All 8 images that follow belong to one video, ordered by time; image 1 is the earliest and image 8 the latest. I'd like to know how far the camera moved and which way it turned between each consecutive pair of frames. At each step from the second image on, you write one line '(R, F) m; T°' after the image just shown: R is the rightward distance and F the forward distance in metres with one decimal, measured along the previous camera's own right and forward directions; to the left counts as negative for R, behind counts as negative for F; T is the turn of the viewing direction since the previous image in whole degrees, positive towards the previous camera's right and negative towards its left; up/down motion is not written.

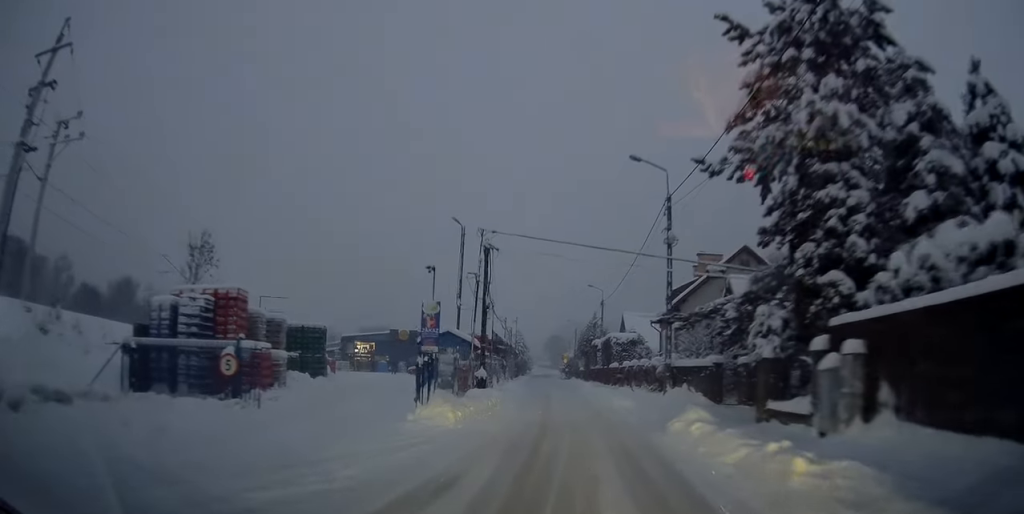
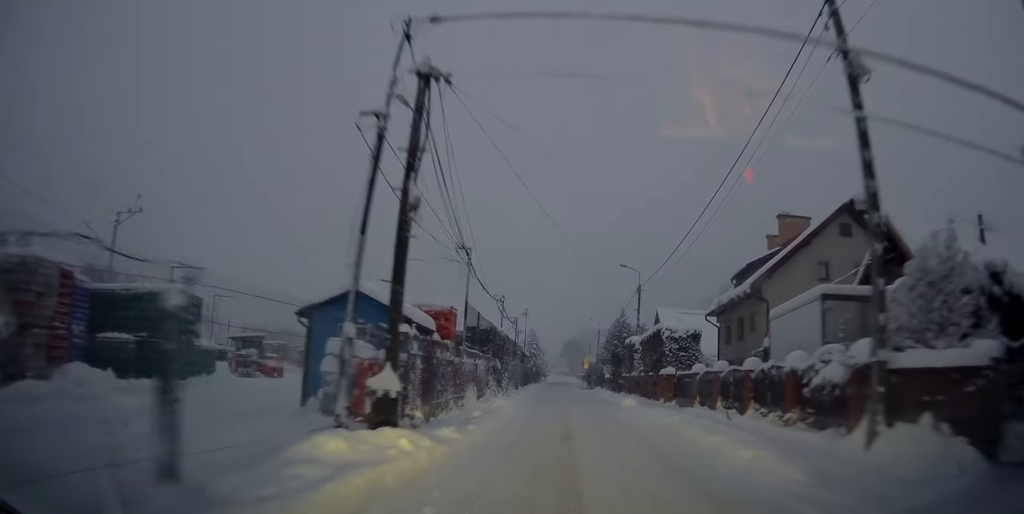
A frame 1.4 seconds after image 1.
(+0.1, +13.2) m; +1°
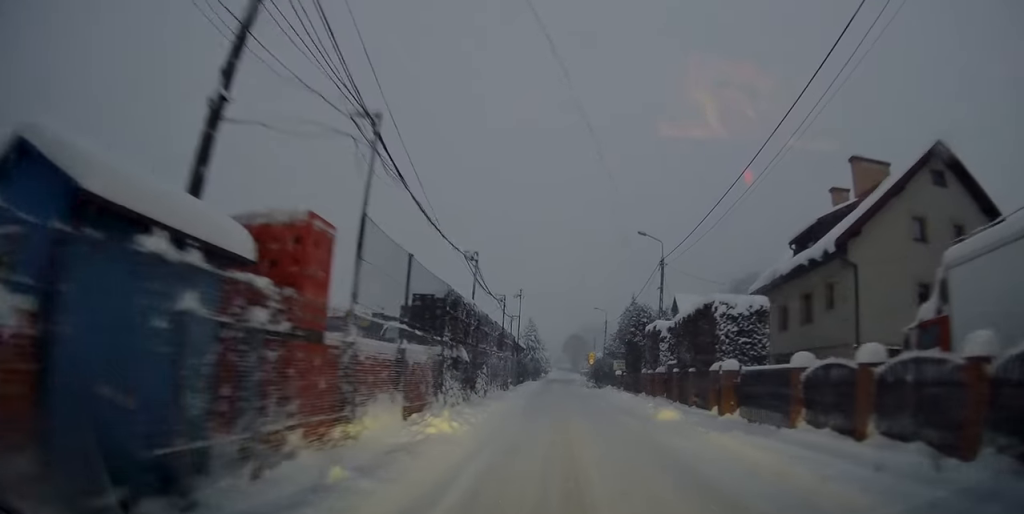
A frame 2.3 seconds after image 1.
(0.0, +8.6) m; 0°
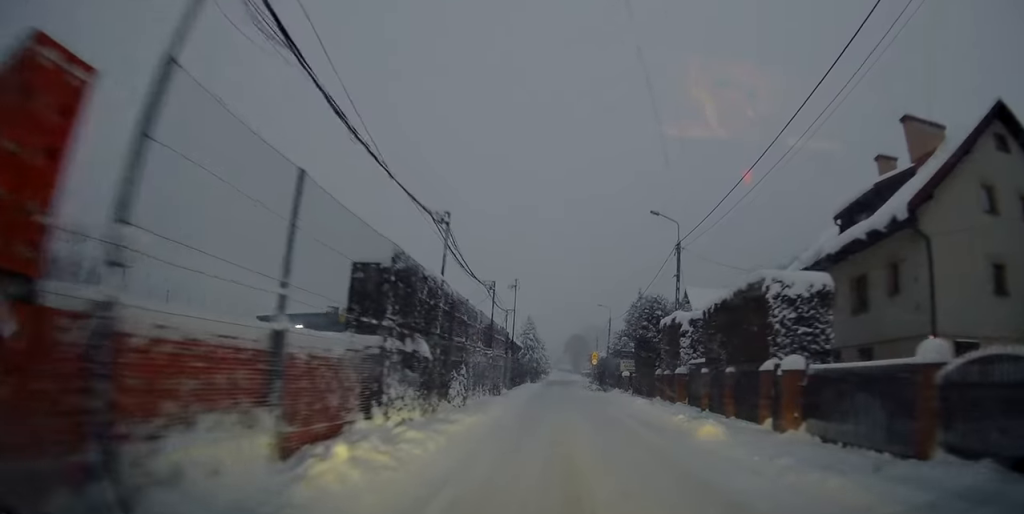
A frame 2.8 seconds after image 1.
(+0.1, +4.3) m; -1°
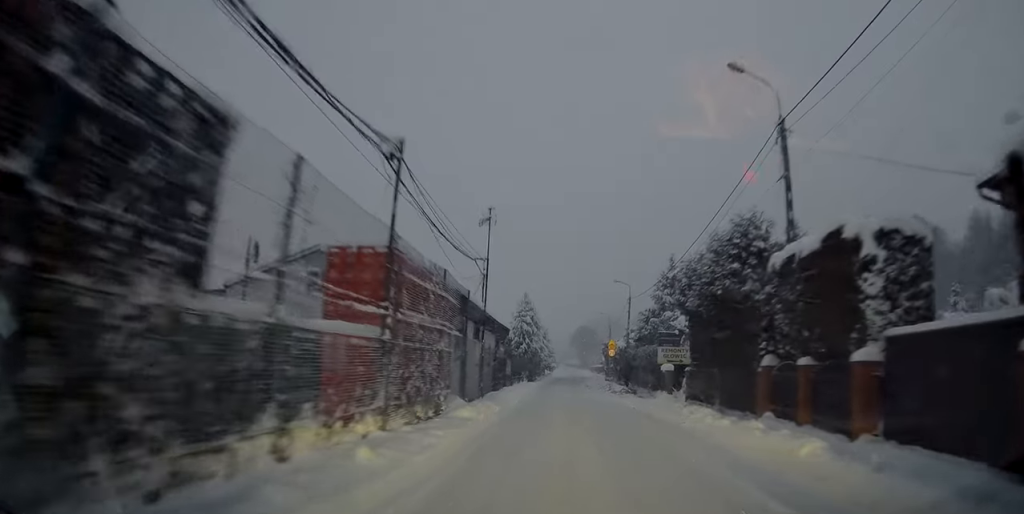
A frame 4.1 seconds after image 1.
(-0.4, +13.8) m; -2°
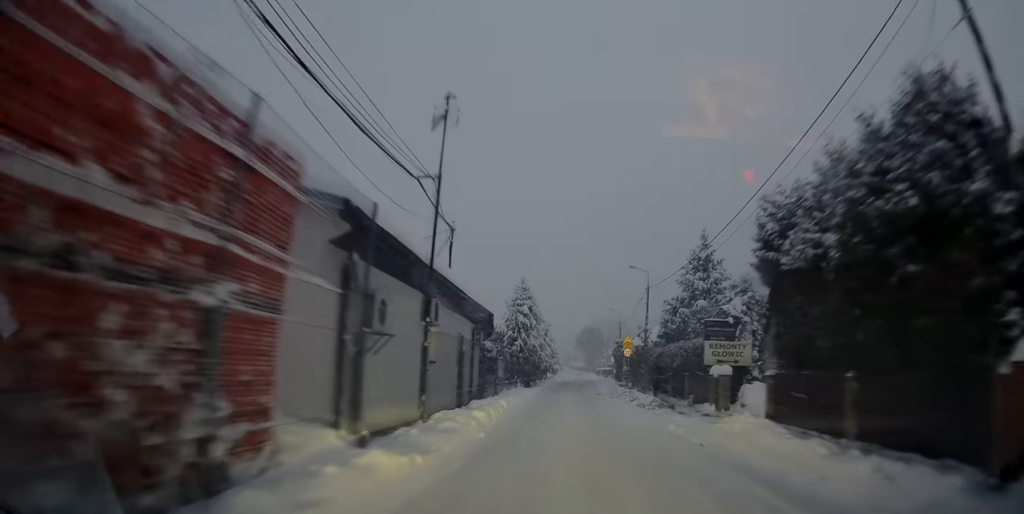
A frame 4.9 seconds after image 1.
(+0.1, +8.9) m; +1°
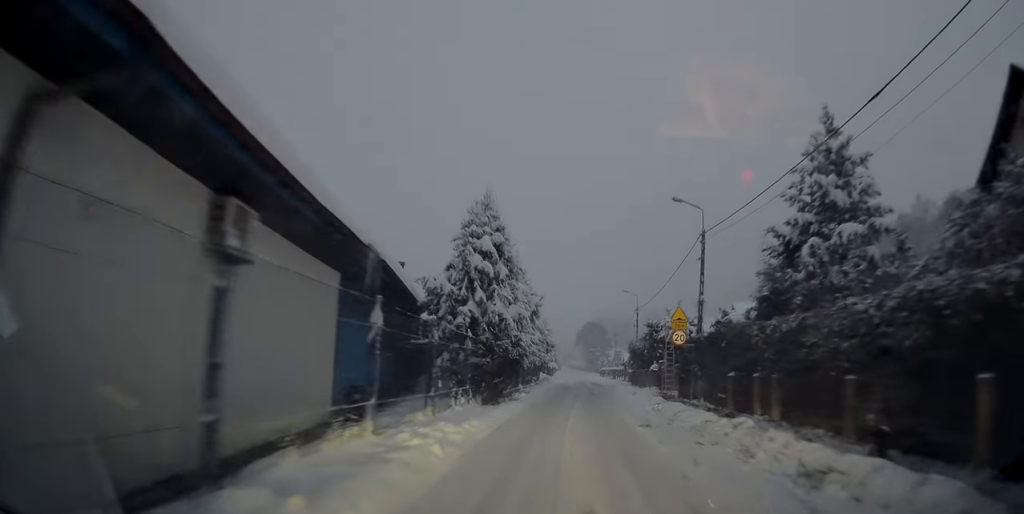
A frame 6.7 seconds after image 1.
(+0.1, +18.7) m; +1°
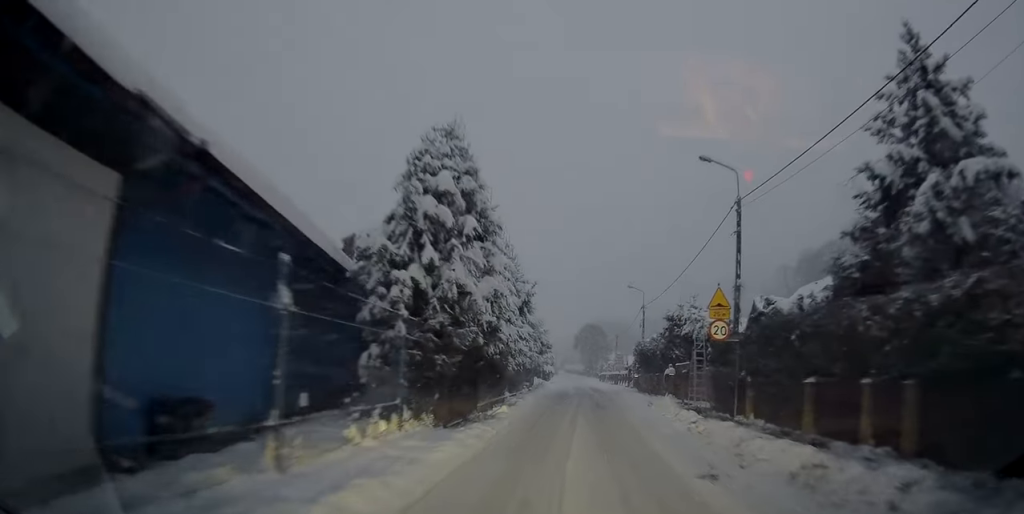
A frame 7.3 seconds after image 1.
(0.0, +6.1) m; +1°
